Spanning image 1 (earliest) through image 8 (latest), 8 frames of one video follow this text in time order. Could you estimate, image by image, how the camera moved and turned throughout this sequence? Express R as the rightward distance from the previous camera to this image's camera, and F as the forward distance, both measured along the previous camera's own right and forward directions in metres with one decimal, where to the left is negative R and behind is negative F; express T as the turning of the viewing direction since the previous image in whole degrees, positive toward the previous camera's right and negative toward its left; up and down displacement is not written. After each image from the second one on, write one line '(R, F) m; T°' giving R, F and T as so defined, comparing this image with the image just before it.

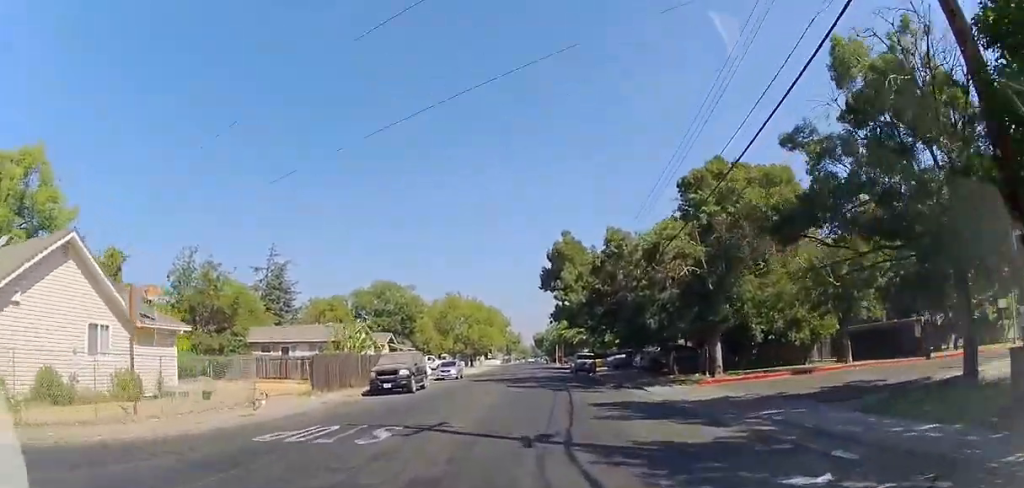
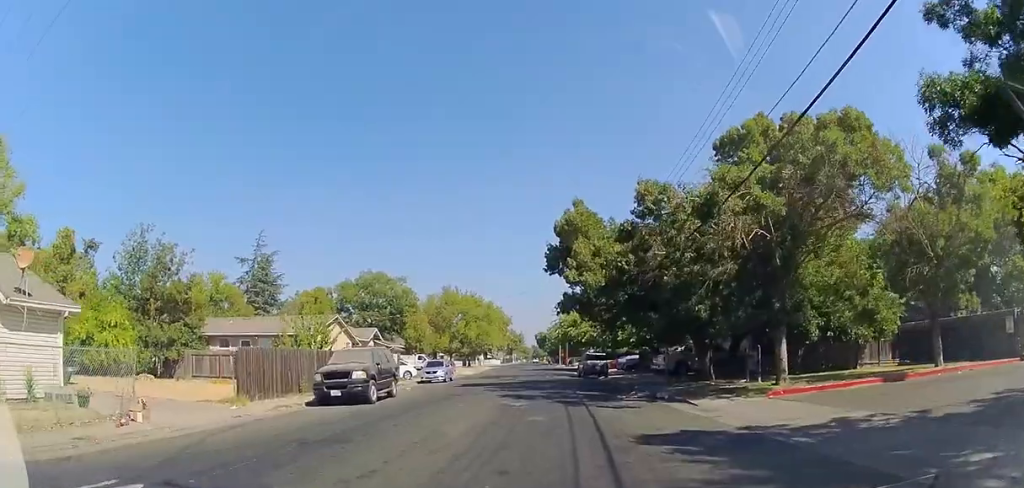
(0.0, +6.1) m; 0°
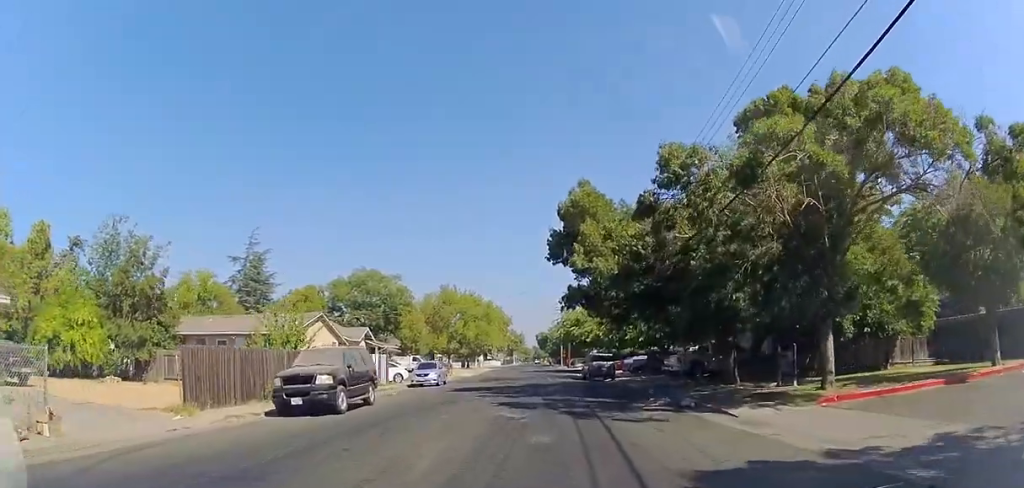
(0.0, +3.0) m; 0°
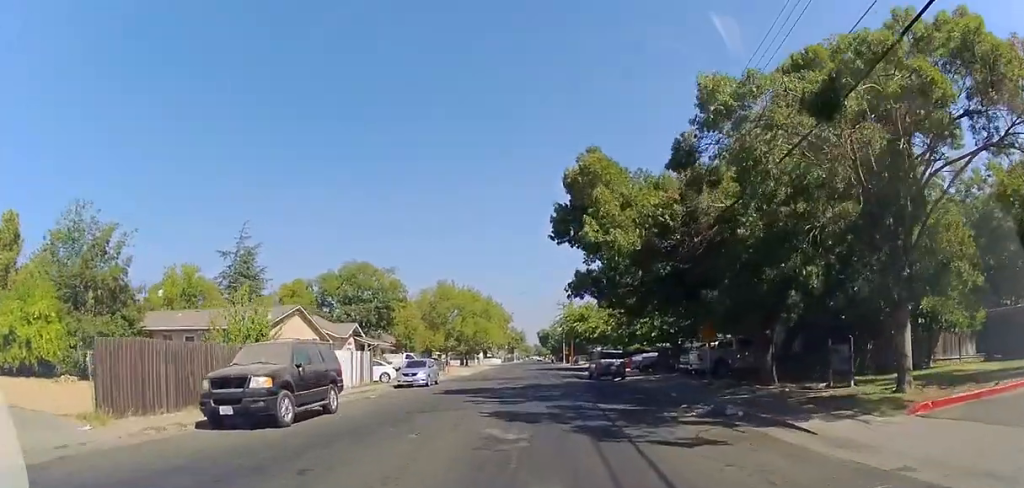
(0.0, +3.5) m; 0°
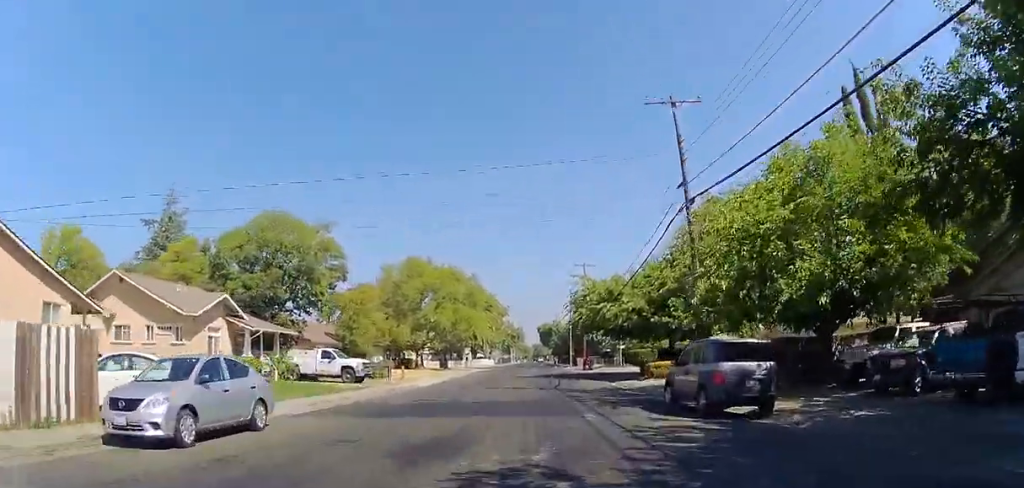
(-0.5, +20.7) m; -2°
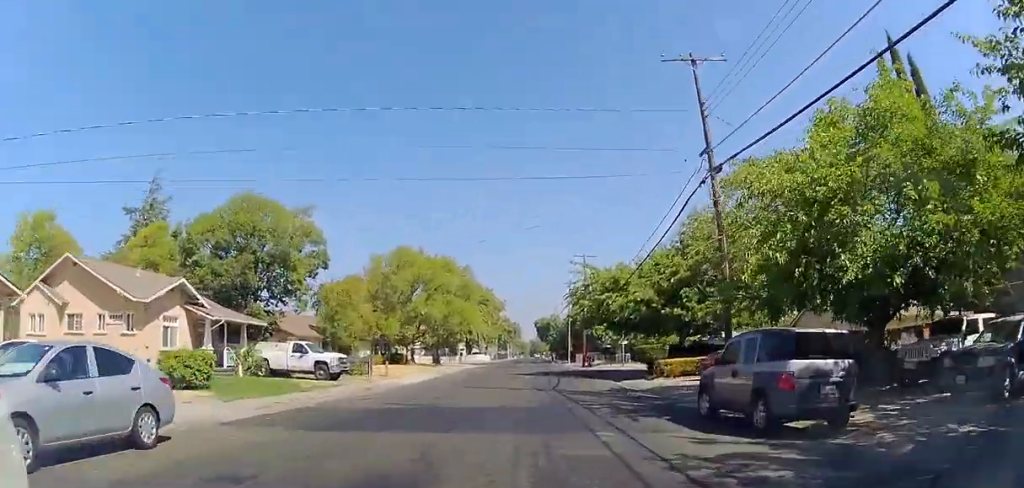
(0.0, +3.6) m; 0°
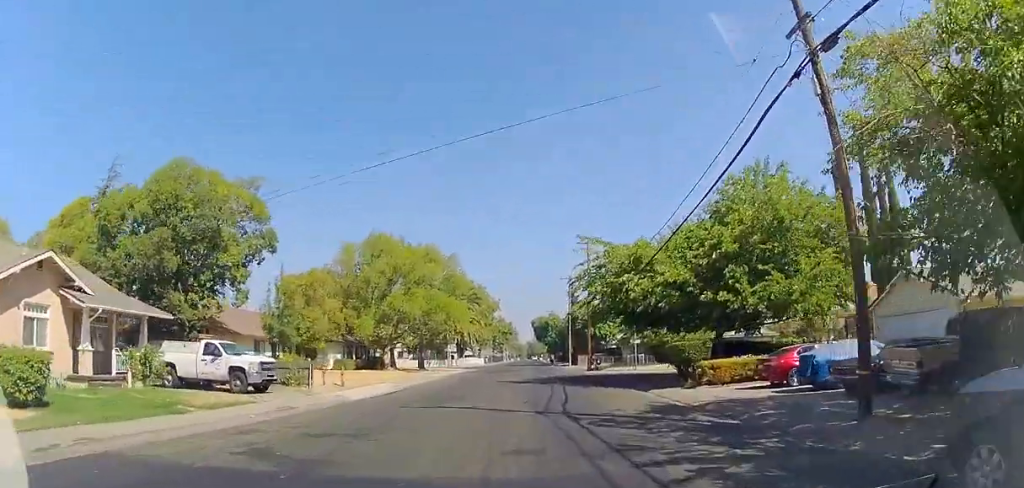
(0.0, +8.1) m; +1°
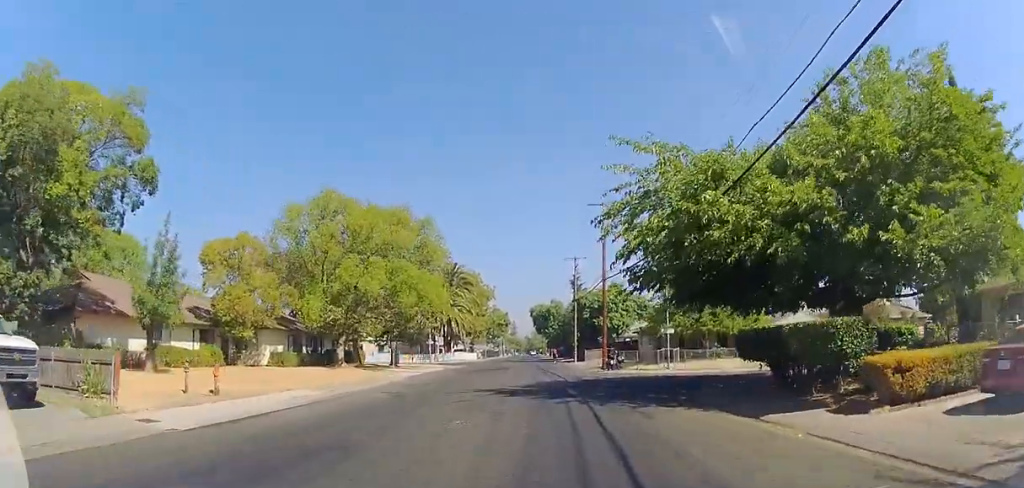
(+0.2, +11.8) m; +1°
